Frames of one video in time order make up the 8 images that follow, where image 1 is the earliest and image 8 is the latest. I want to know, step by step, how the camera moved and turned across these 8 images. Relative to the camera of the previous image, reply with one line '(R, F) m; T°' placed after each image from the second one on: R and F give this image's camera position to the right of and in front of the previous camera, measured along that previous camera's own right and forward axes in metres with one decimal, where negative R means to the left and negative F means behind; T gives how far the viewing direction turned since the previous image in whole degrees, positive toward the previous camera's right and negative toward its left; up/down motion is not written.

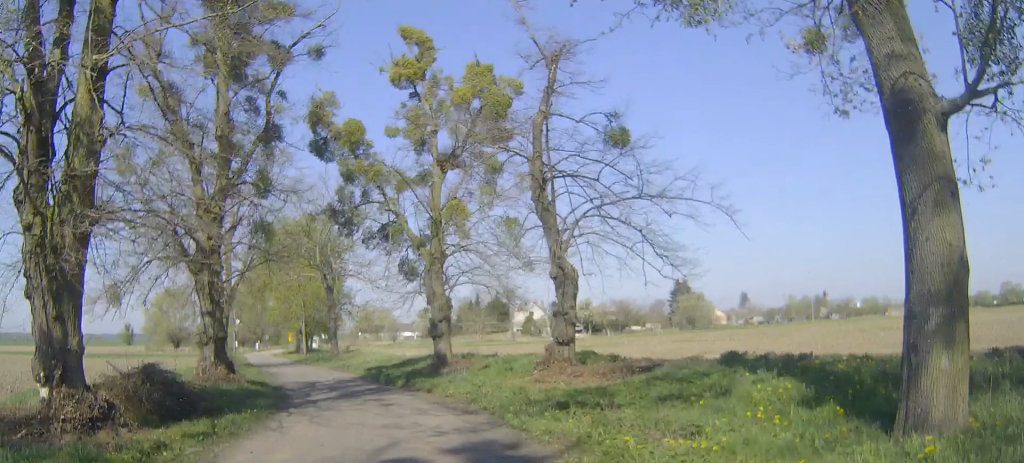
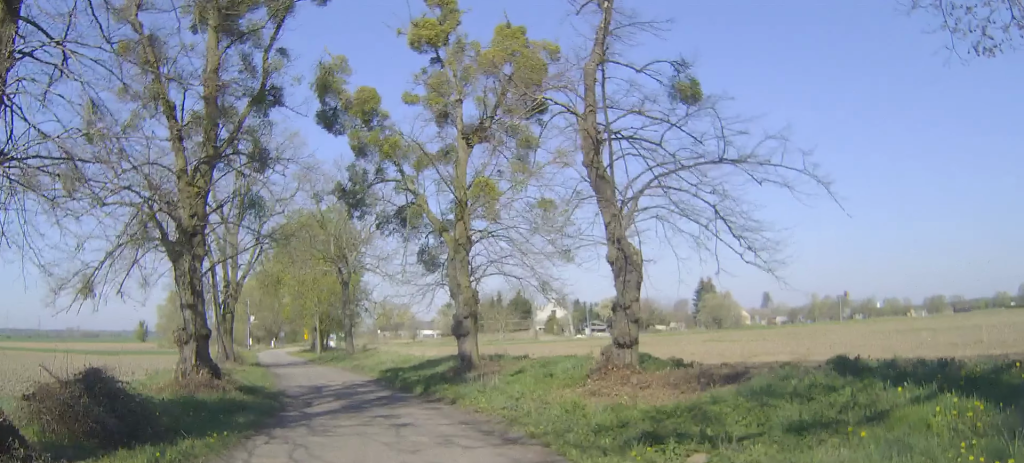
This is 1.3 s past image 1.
(-0.1, +3.5) m; -1°
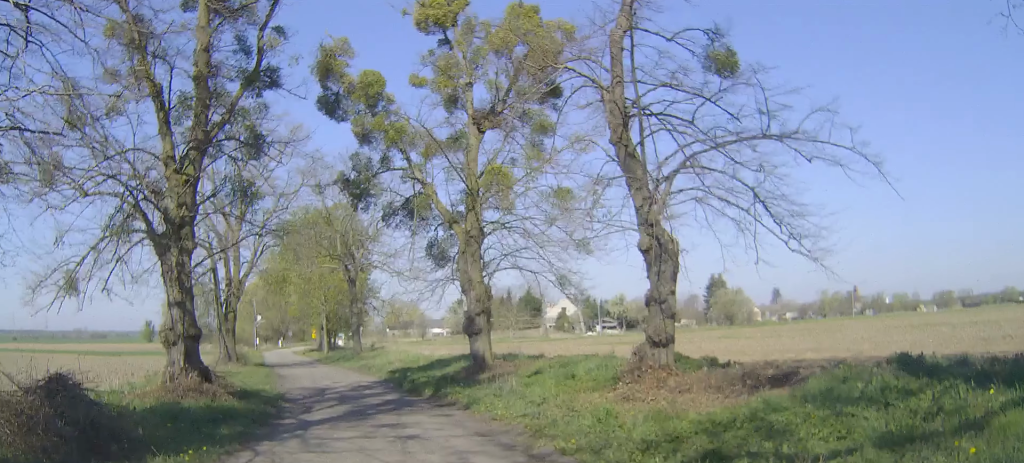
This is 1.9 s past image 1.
(0.0, +1.5) m; 0°
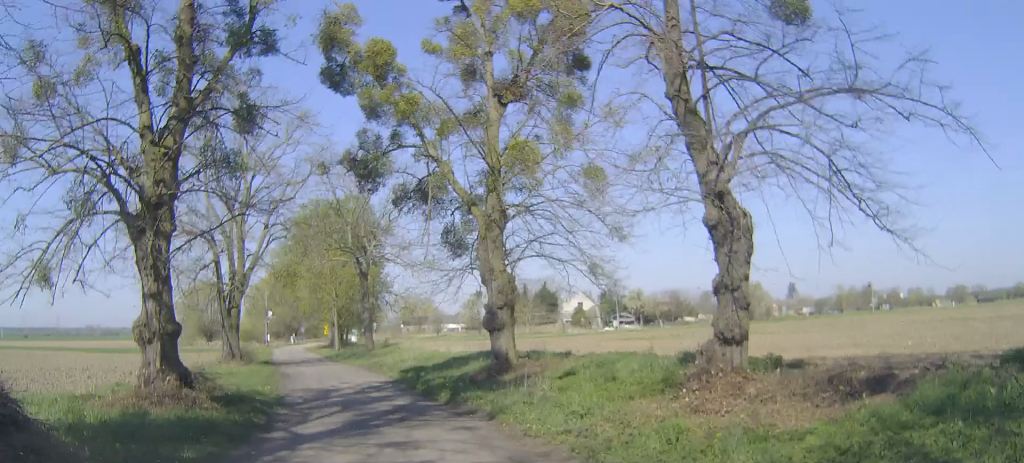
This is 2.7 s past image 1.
(0.0, +2.3) m; -1°
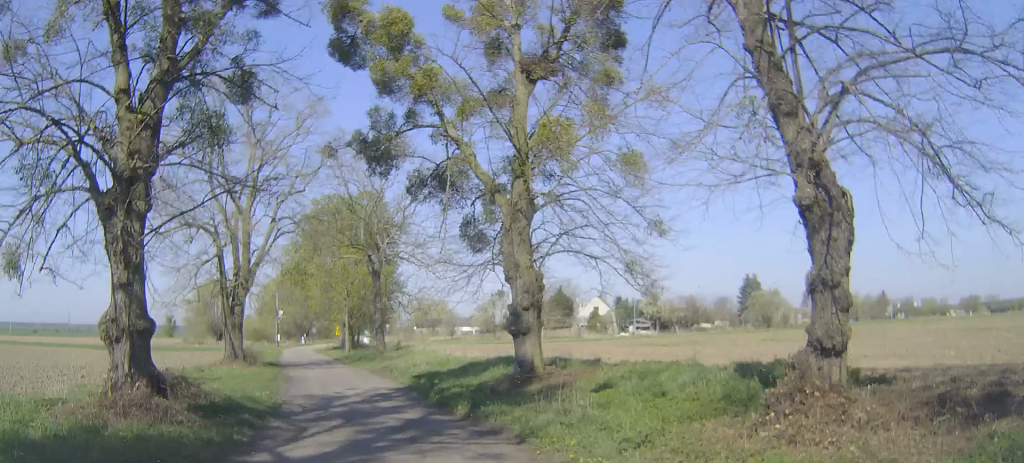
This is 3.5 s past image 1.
(0.0, +2.1) m; -2°
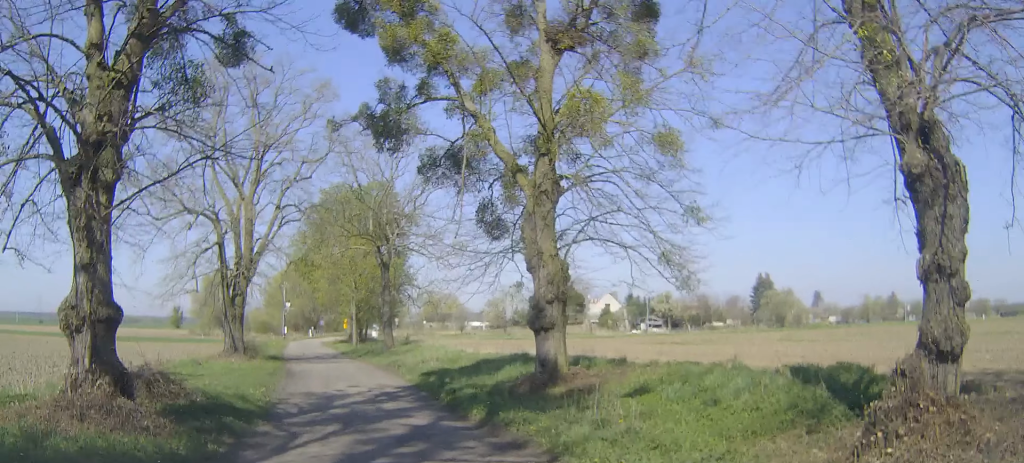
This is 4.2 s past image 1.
(0.0, +1.7) m; -3°
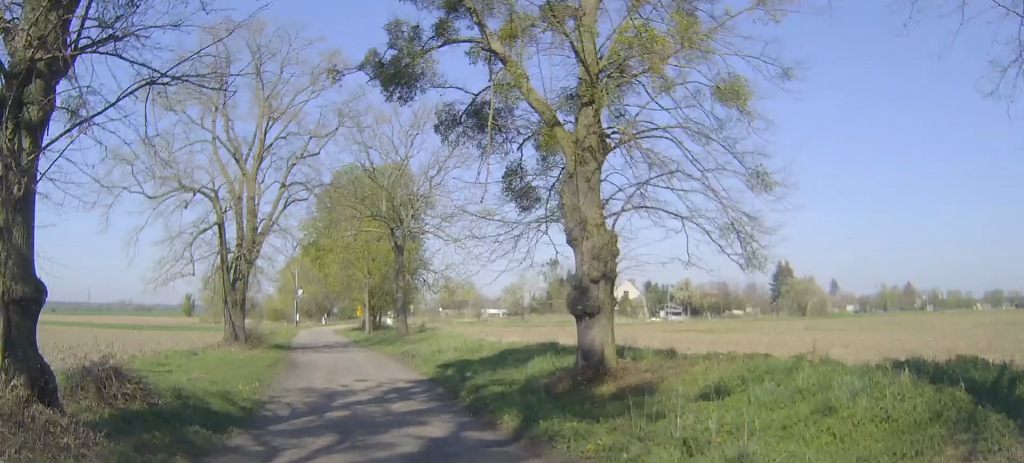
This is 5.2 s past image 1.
(-0.1, +2.6) m; -1°
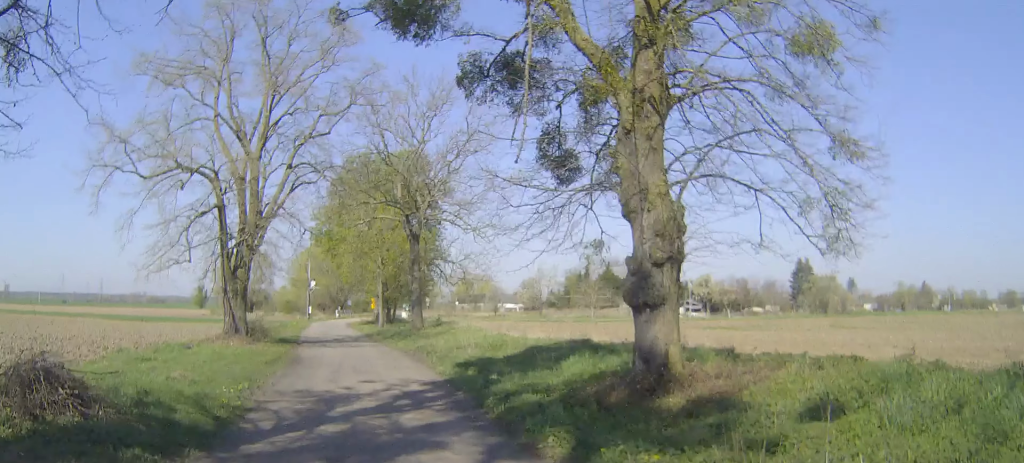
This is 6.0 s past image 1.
(0.0, +2.3) m; 0°
